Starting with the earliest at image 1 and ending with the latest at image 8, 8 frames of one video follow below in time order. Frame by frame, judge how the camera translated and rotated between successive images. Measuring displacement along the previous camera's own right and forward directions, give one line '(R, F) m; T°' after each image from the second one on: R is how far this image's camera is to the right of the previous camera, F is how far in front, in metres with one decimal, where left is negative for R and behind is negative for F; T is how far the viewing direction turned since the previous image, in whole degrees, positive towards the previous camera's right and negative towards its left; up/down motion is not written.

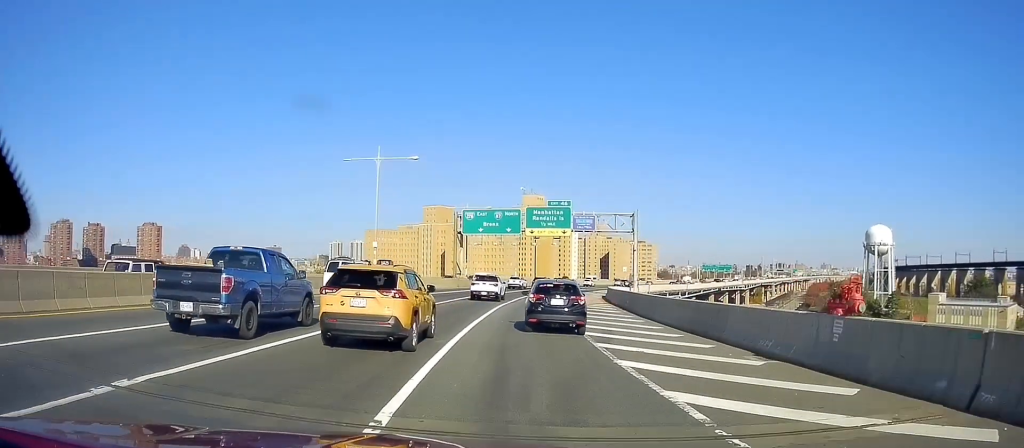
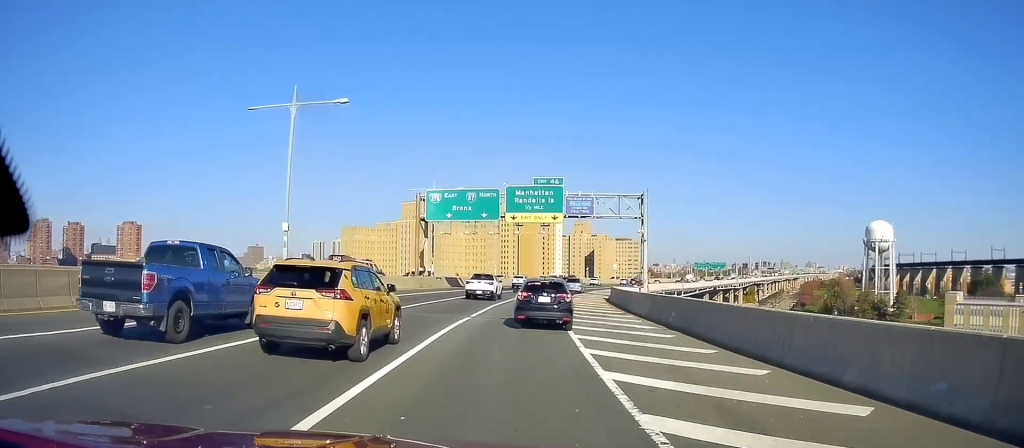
(+0.4, +14.7) m; +2°
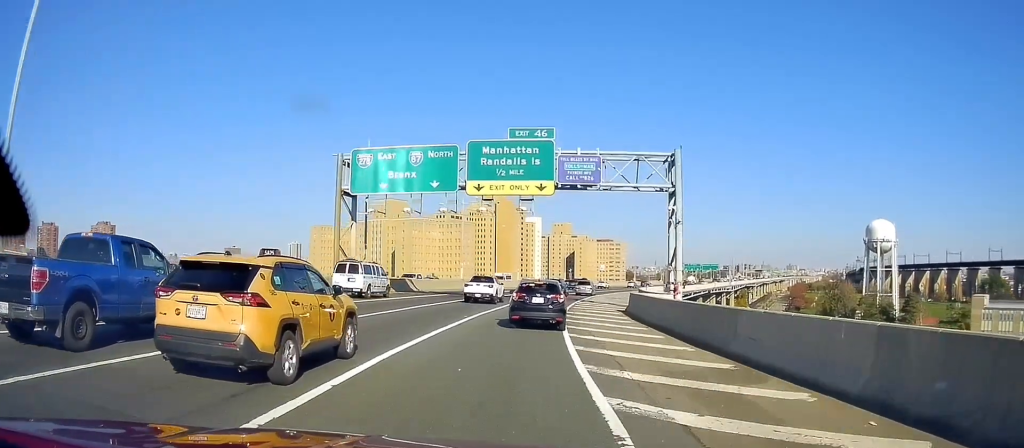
(+0.2, +19.1) m; 0°
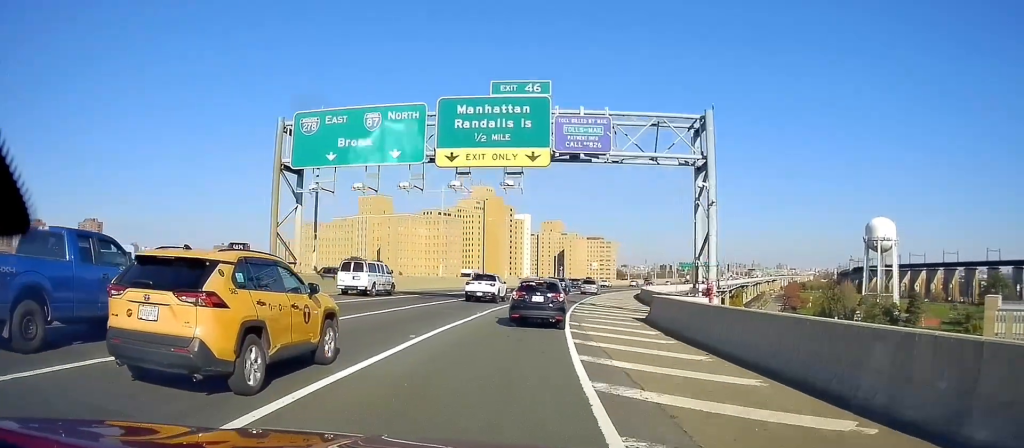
(-0.3, +8.6) m; +1°
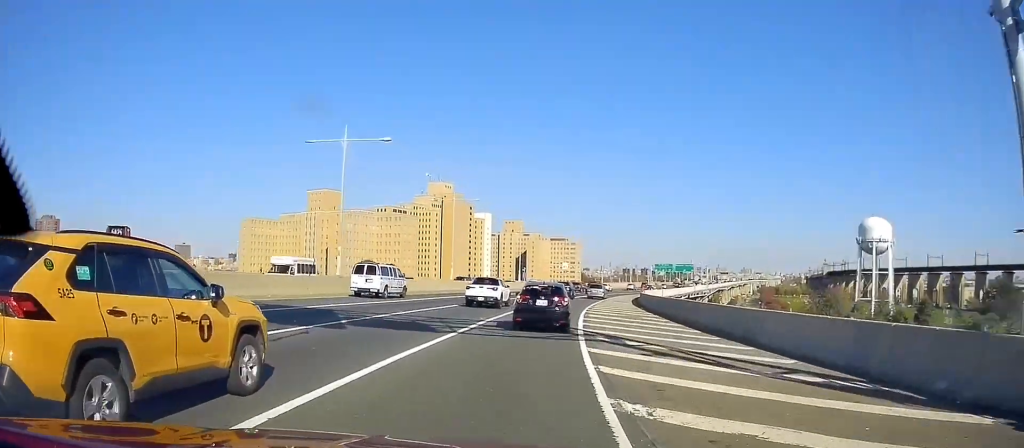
(+0.9, +24.1) m; +5°
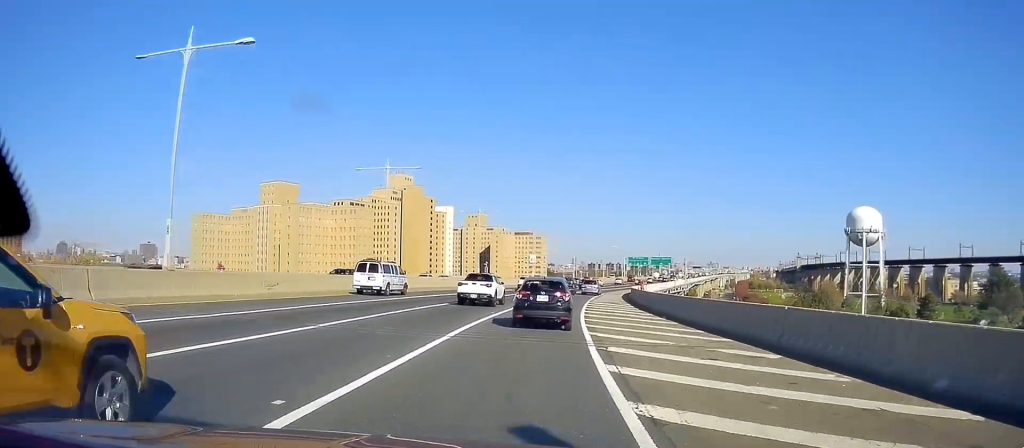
(+0.4, +17.0) m; +2°
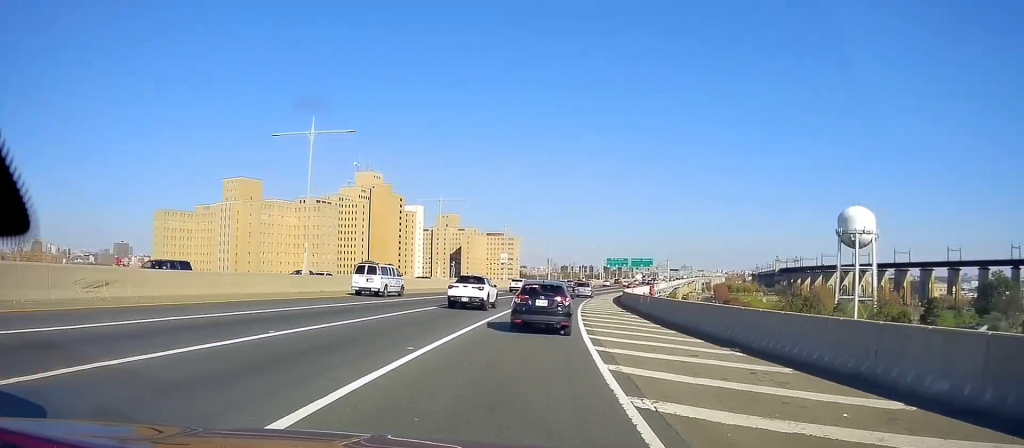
(+0.2, +13.1) m; +2°
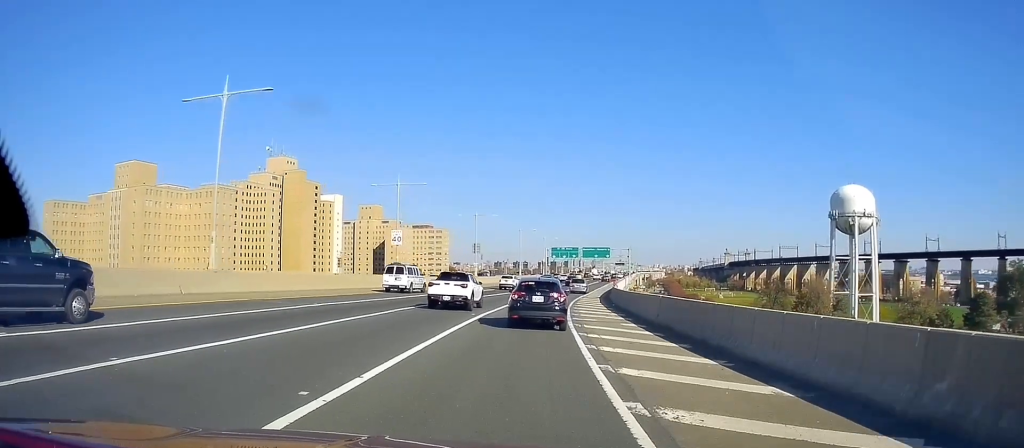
(+2.7, +41.5) m; +7°
